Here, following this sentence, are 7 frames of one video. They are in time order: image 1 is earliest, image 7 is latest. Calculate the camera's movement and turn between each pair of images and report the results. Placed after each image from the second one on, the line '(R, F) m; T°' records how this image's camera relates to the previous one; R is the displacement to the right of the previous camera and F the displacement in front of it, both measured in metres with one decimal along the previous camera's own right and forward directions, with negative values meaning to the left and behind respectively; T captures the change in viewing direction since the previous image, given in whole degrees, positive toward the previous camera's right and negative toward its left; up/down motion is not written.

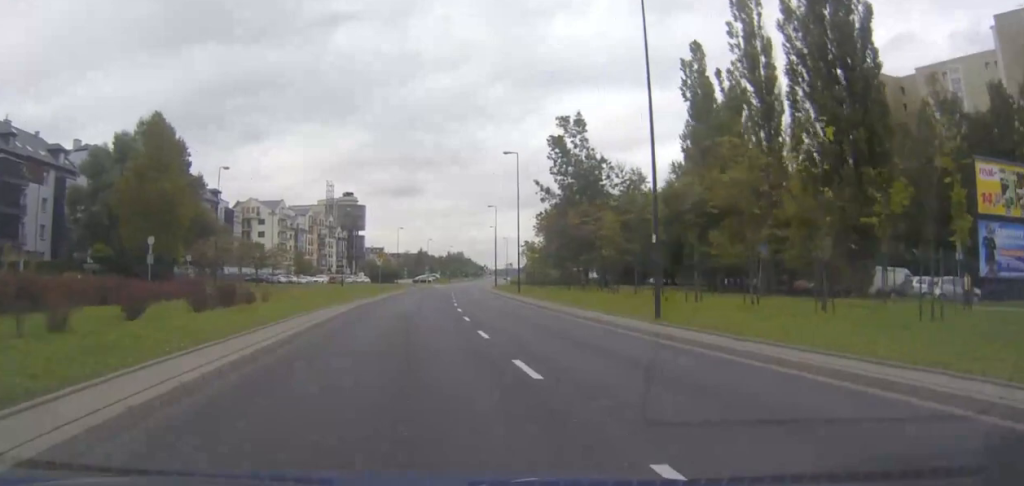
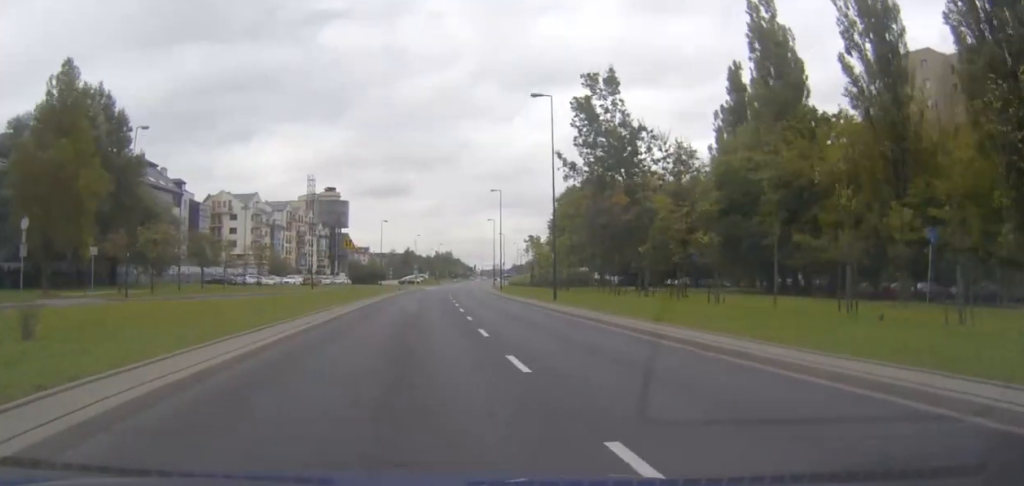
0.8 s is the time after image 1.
(+0.2, +17.5) m; +1°
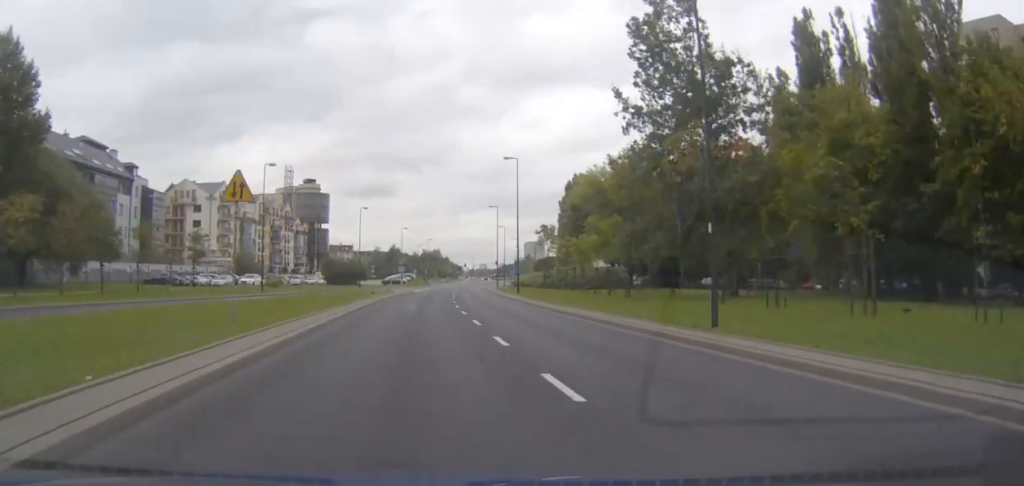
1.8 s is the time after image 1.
(+0.3, +20.2) m; +1°
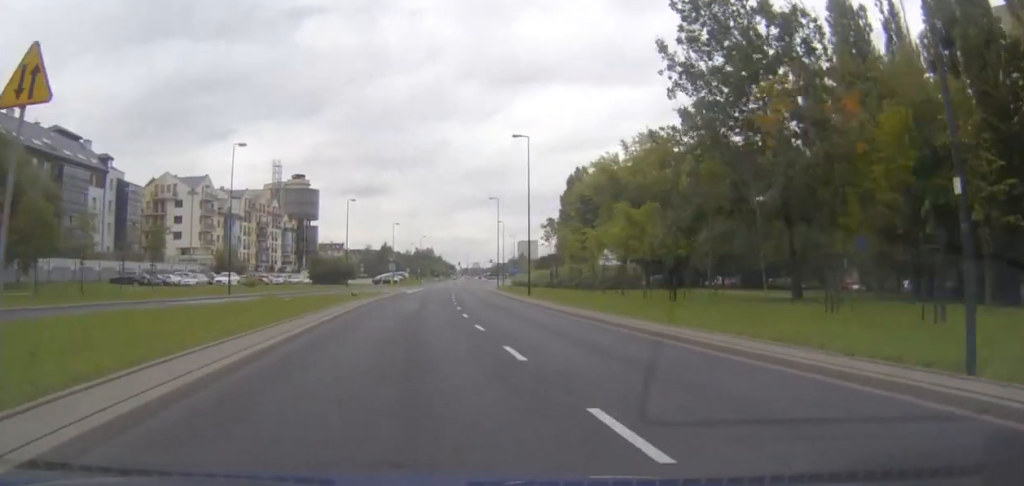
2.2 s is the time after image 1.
(+0.1, +8.3) m; 0°
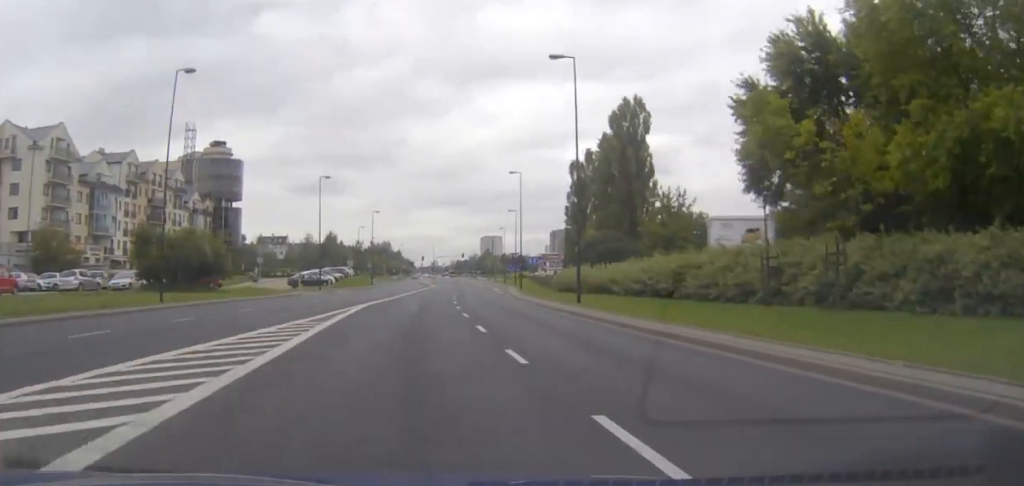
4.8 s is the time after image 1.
(+0.7, +53.1) m; +2°
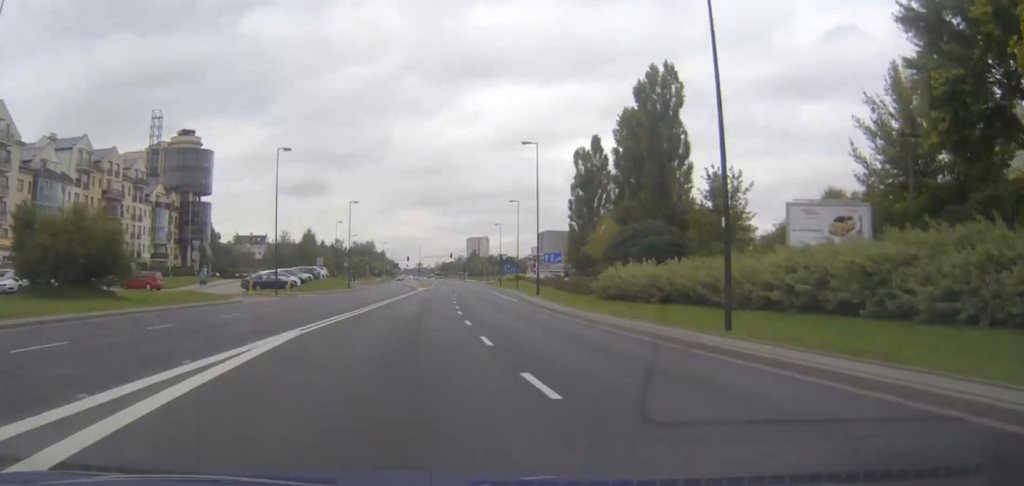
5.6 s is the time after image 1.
(+0.2, +14.9) m; +1°
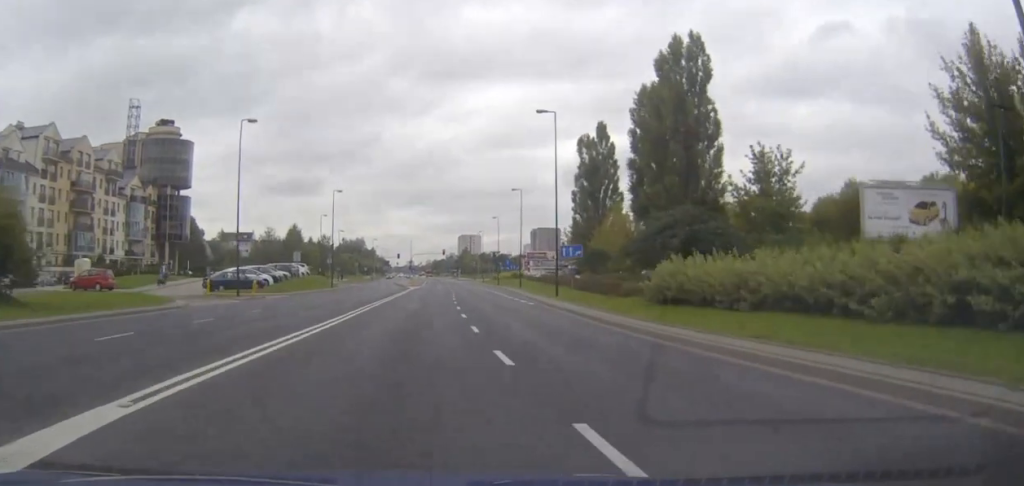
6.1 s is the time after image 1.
(+0.1, +8.9) m; +1°
